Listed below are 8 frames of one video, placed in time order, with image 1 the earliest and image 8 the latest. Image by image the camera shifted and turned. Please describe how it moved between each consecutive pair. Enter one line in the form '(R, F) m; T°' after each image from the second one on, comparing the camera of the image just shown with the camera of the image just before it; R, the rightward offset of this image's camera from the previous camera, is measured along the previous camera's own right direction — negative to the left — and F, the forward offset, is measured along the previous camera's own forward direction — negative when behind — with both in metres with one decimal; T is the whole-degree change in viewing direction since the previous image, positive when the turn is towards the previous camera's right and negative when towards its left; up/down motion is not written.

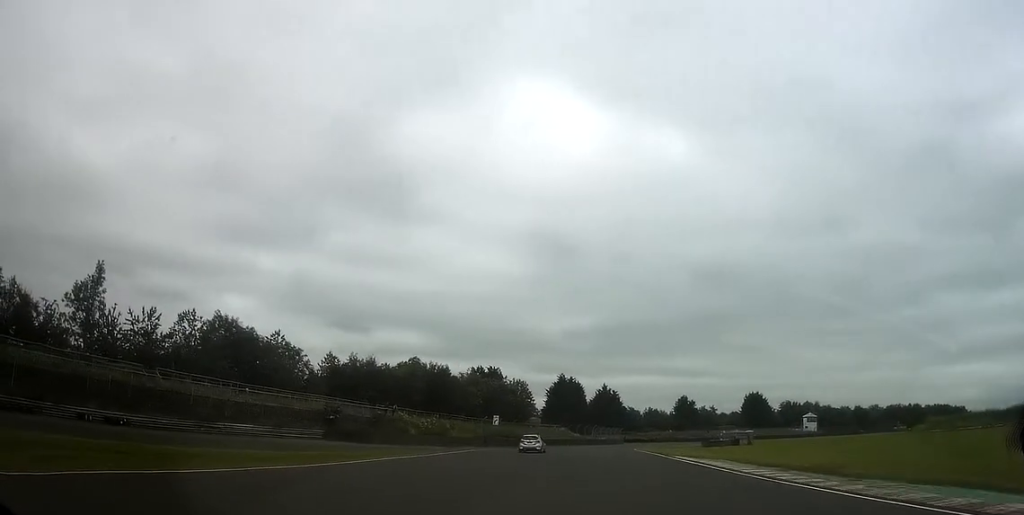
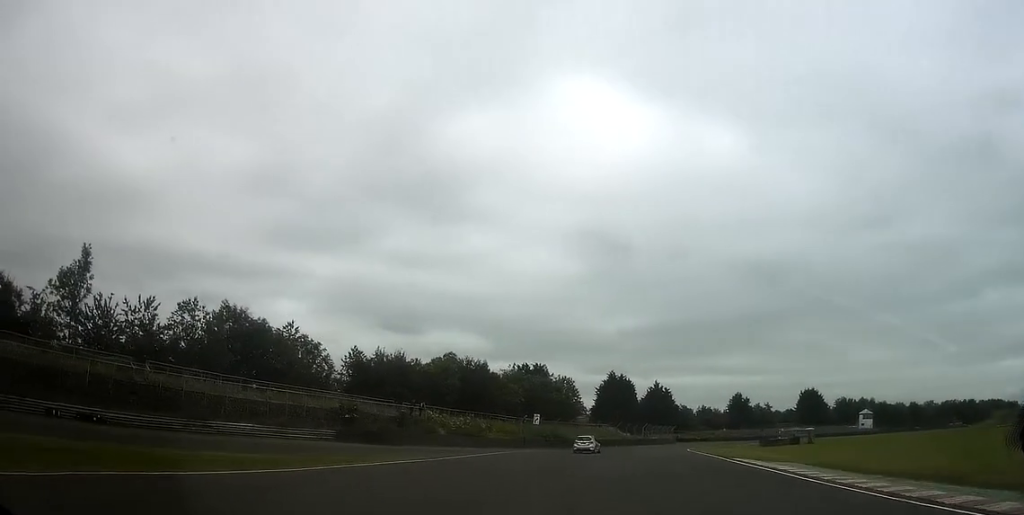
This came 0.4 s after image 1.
(-0.1, +6.9) m; -2°
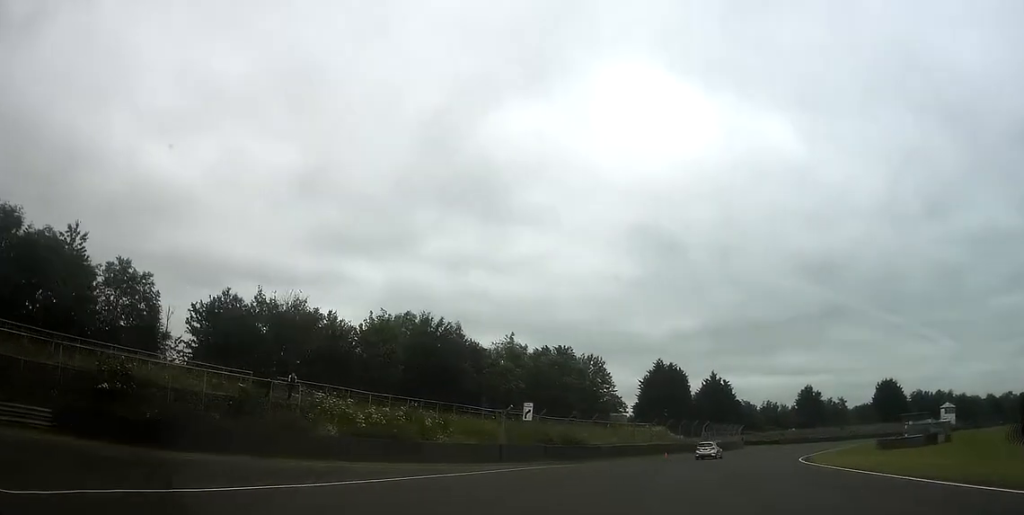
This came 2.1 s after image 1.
(-2.7, +30.0) m; -7°
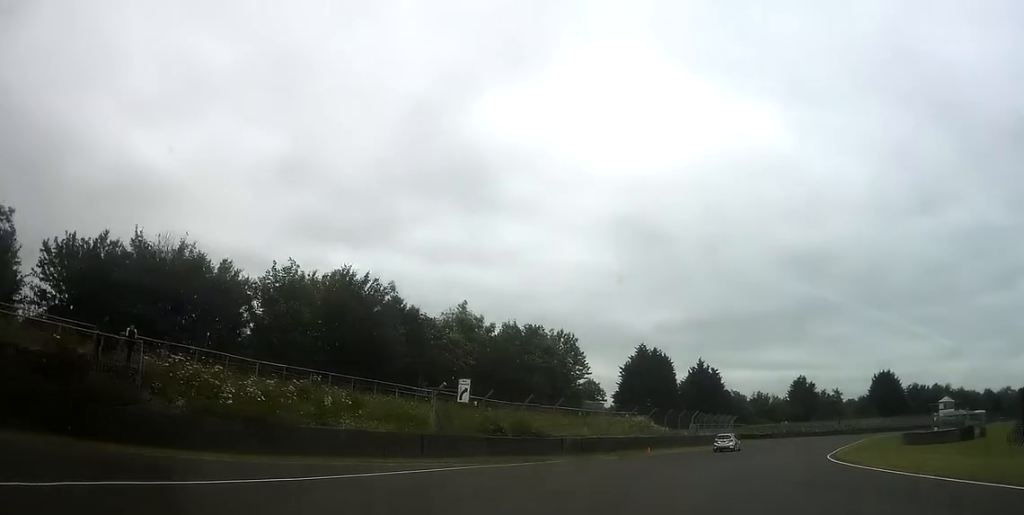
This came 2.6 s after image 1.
(-0.6, +10.0) m; +1°
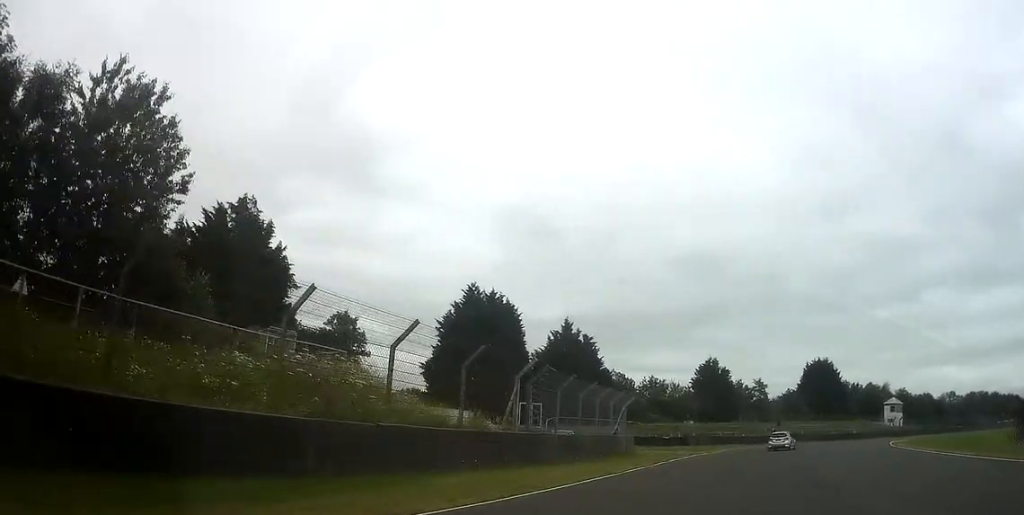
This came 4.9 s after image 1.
(+5.5, +46.9) m; +14°
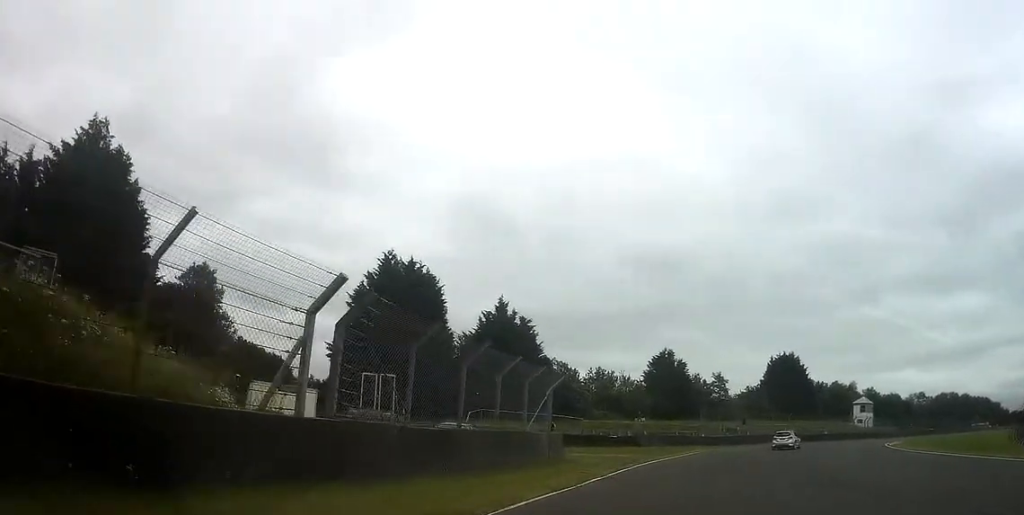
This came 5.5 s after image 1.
(+0.2, +12.4) m; +6°
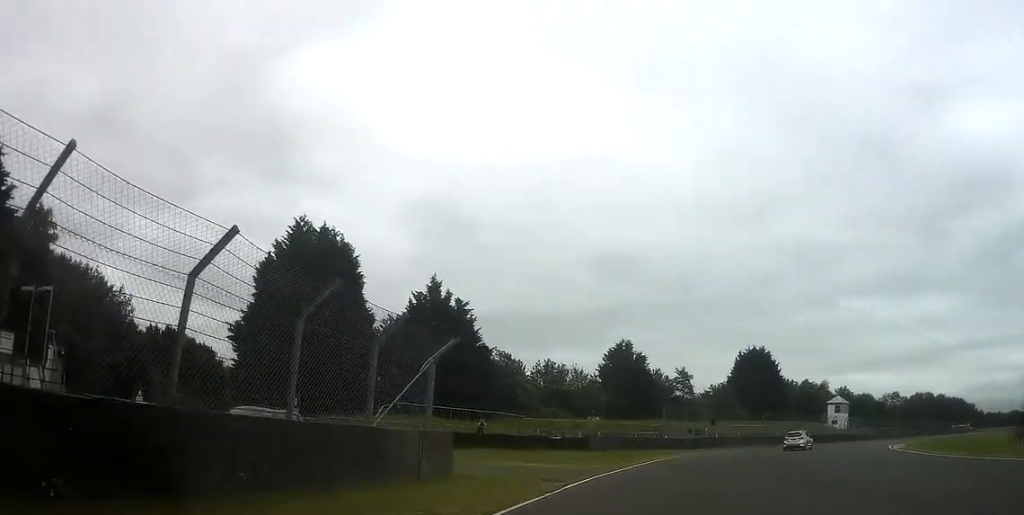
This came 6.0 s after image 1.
(+0.7, +11.2) m; +4°
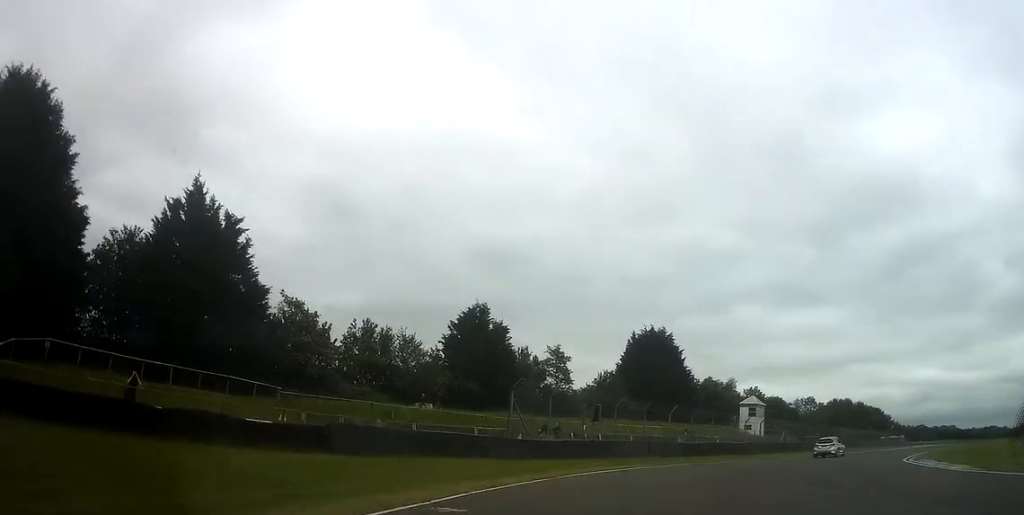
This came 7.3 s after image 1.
(+2.4, +28.2) m; +9°
